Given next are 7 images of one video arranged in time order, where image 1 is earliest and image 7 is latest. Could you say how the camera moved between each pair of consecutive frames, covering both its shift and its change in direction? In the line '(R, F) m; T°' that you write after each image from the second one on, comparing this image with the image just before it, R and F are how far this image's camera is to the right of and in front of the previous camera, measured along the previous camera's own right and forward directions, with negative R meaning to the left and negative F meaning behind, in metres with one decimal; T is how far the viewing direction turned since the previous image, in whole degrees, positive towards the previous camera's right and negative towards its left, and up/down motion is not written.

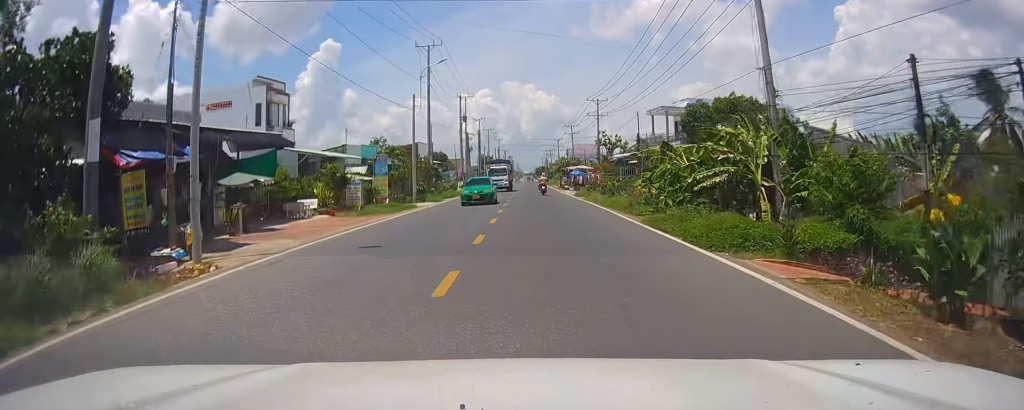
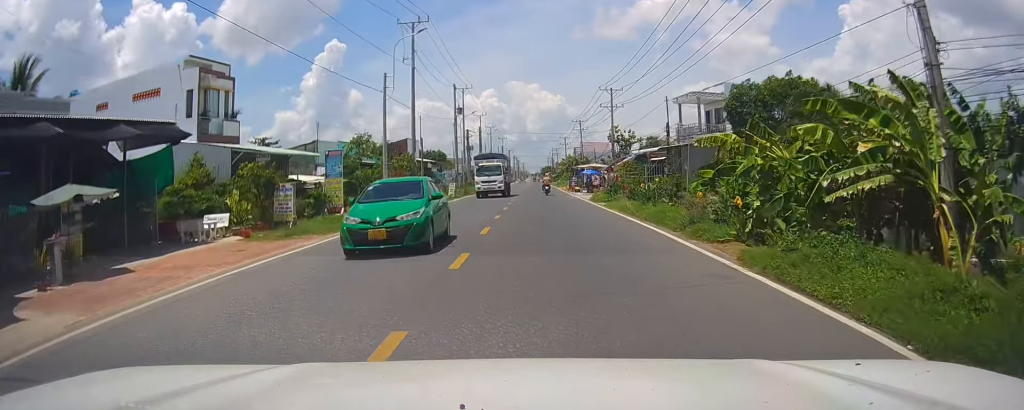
(0.0, +9.5) m; 0°
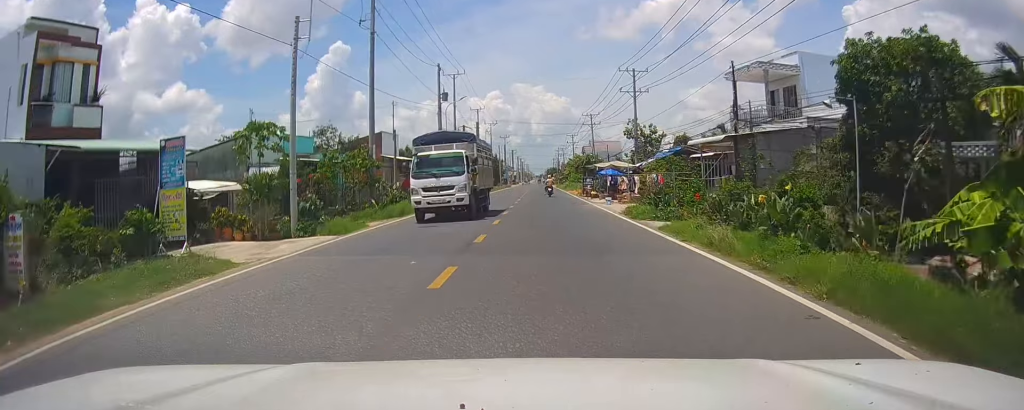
(+0.1, +13.6) m; -2°
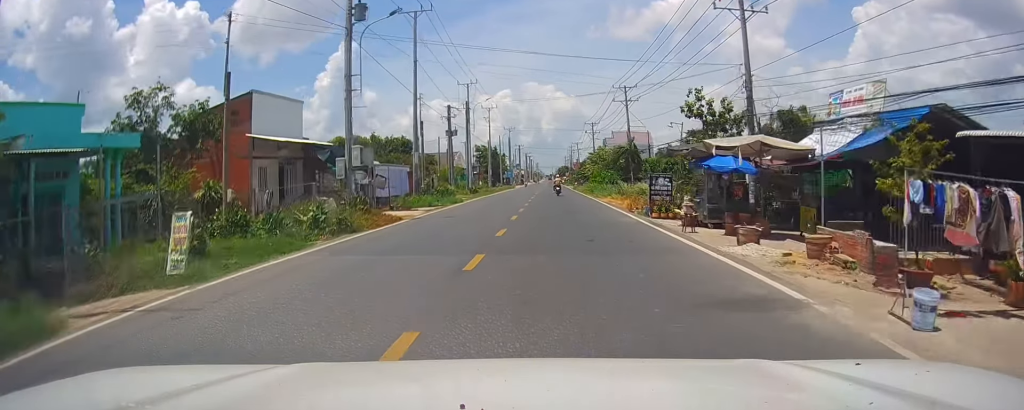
(-0.3, +28.0) m; +1°
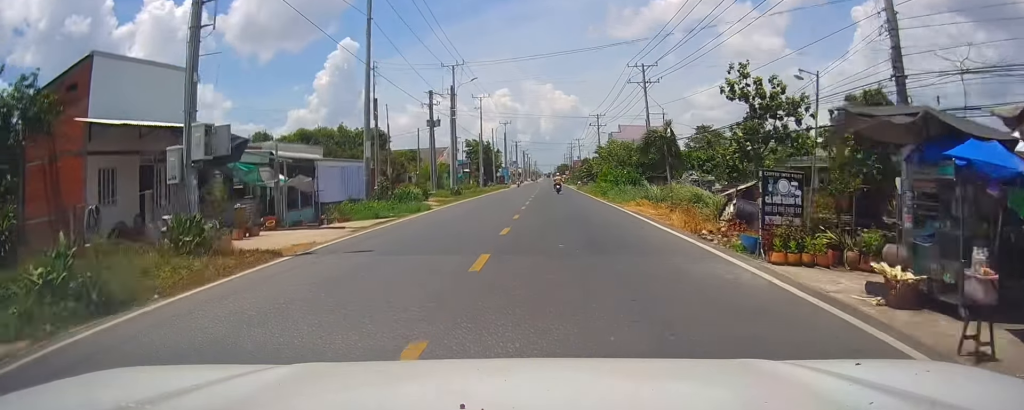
(+0.1, +11.7) m; 0°
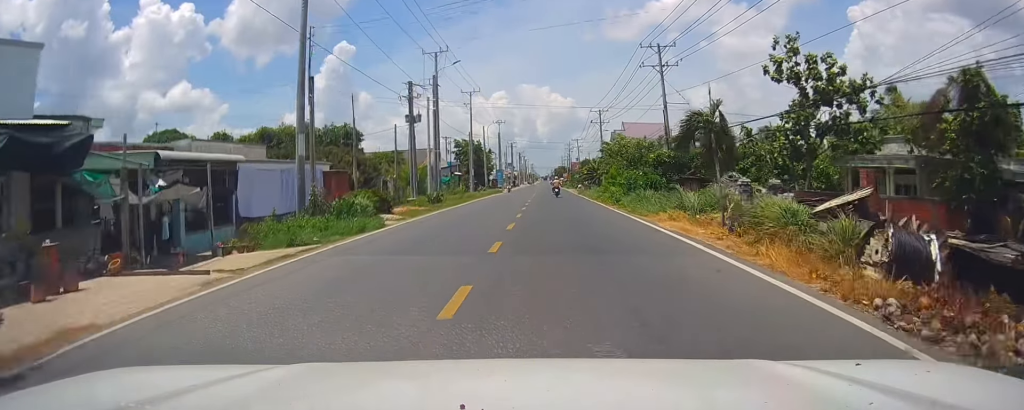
(-0.3, +9.1) m; 0°
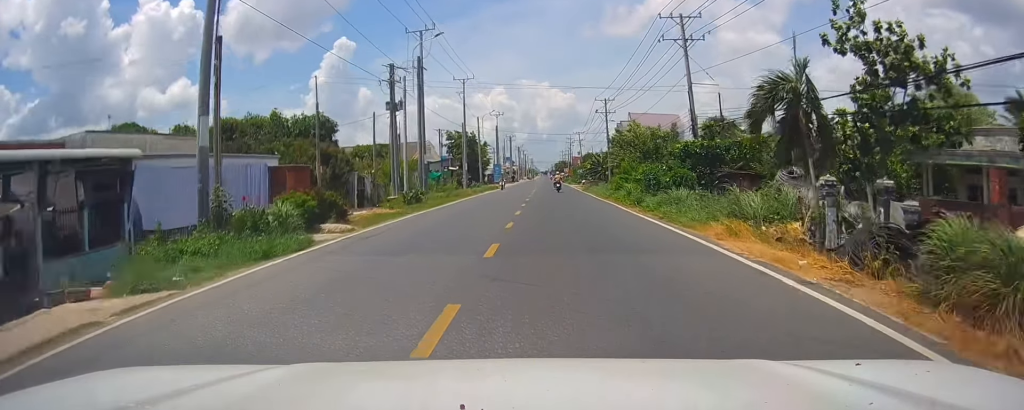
(+0.2, +7.3) m; +1°
